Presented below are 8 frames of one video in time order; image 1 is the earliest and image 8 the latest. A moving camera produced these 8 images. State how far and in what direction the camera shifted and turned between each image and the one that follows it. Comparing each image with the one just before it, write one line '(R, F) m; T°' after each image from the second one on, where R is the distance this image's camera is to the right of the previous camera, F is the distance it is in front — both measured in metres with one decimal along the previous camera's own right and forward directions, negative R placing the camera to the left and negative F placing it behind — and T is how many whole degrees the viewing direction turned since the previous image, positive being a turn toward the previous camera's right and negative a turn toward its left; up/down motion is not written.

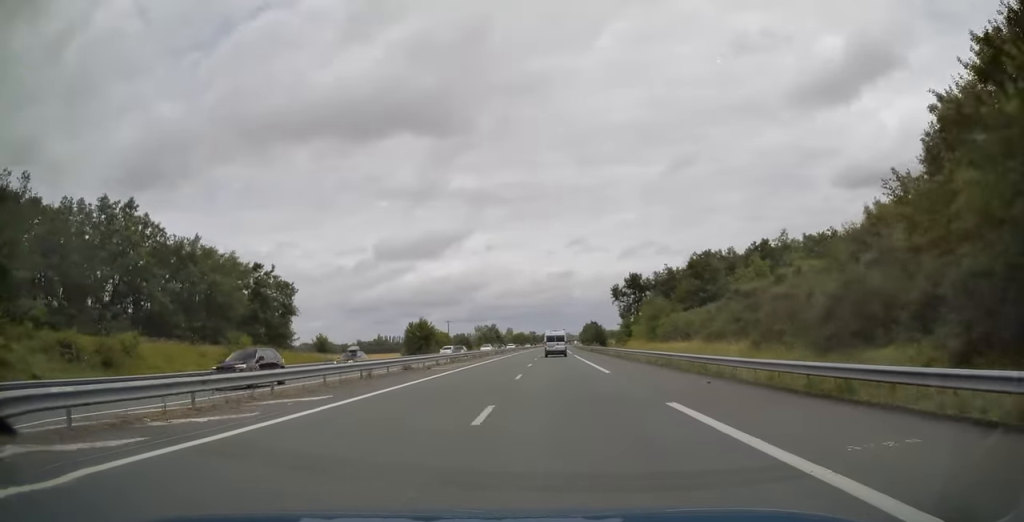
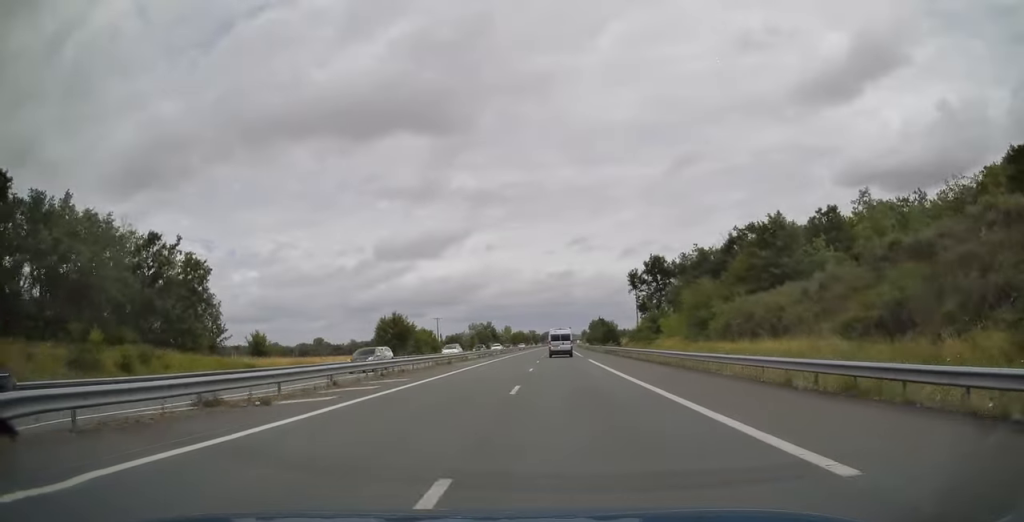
(+0.1, +20.1) m; 0°
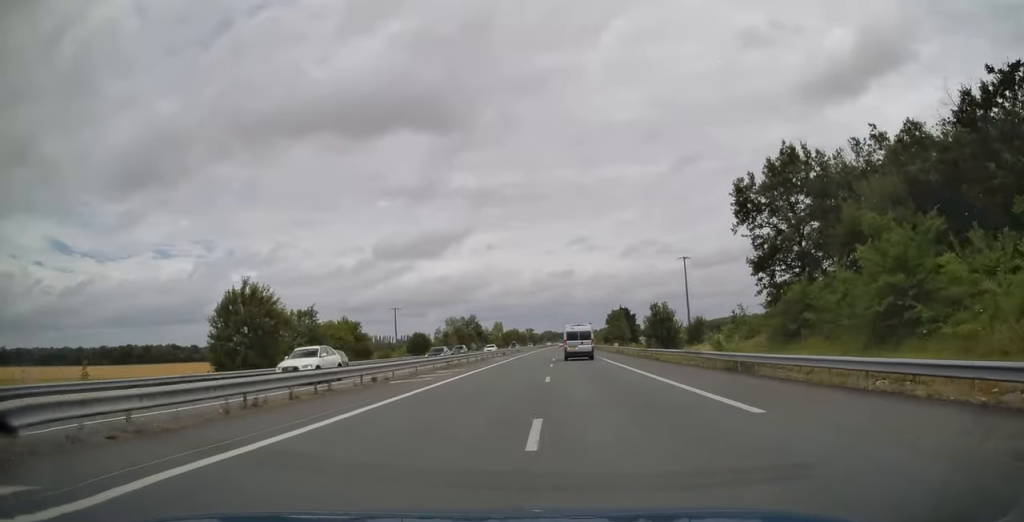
(-0.1, +47.6) m; 0°
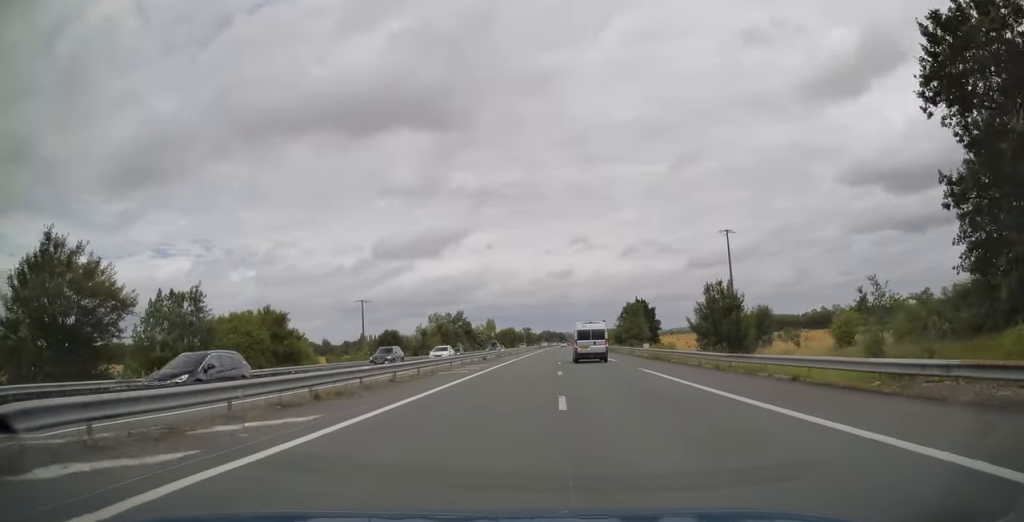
(+0.1, +21.4) m; 0°
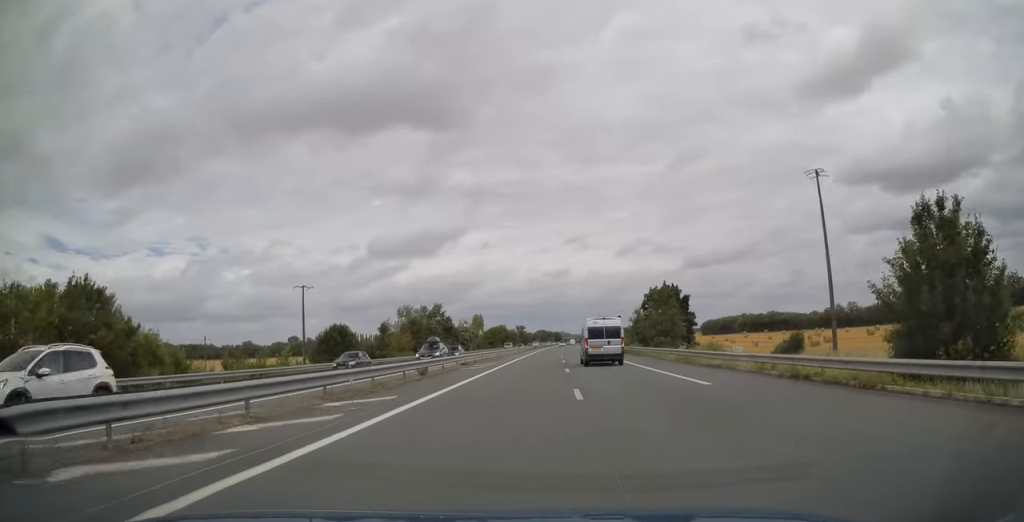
(0.0, +24.2) m; 0°
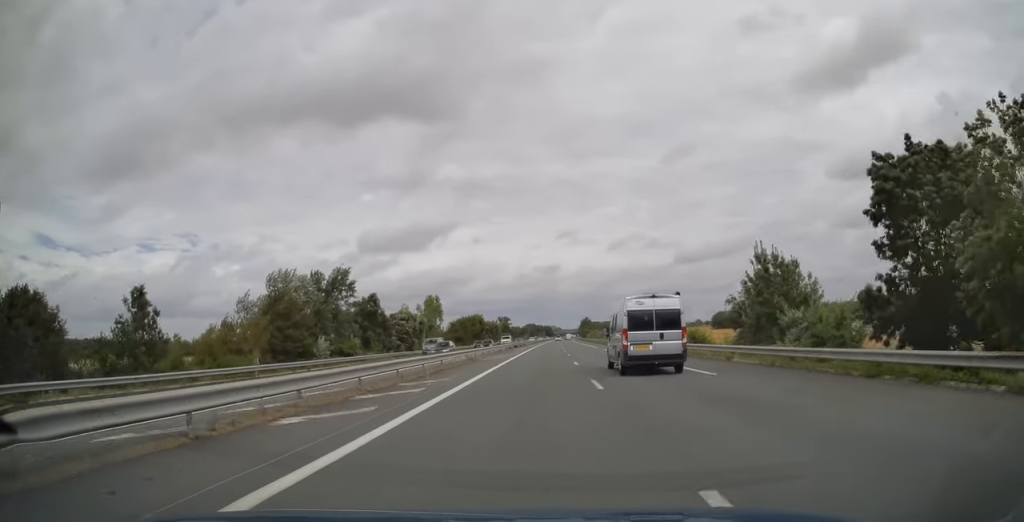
(+0.4, +50.7) m; +1°
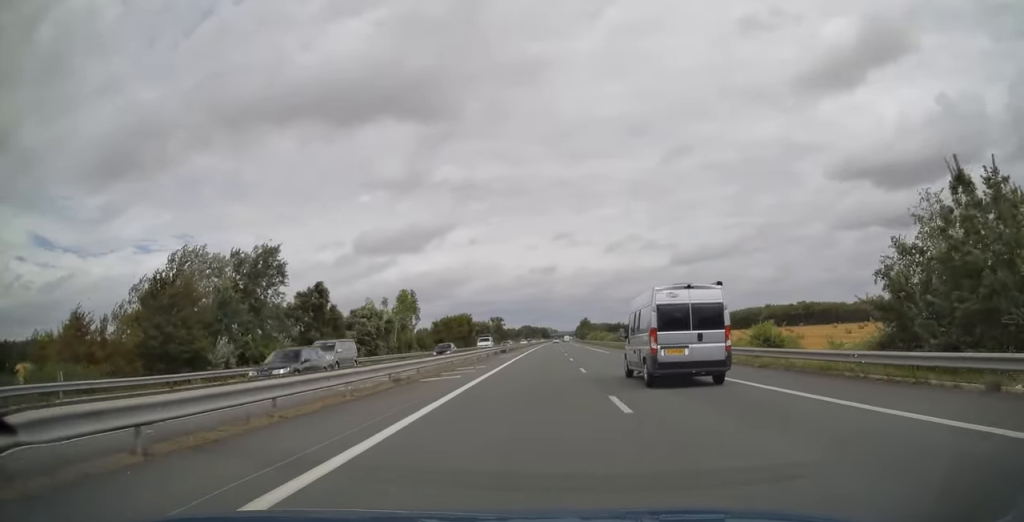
(+0.1, +17.4) m; 0°
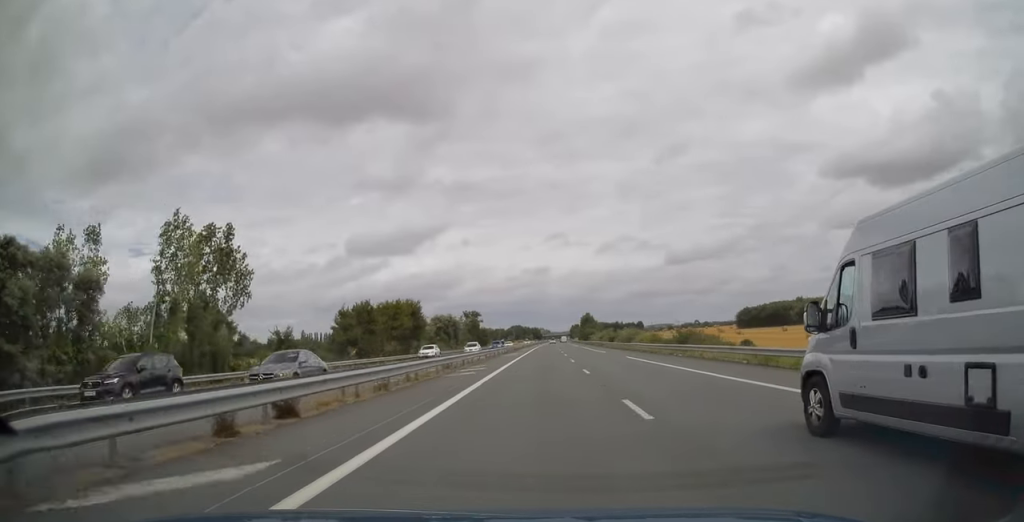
(+0.3, +52.9) m; +1°
